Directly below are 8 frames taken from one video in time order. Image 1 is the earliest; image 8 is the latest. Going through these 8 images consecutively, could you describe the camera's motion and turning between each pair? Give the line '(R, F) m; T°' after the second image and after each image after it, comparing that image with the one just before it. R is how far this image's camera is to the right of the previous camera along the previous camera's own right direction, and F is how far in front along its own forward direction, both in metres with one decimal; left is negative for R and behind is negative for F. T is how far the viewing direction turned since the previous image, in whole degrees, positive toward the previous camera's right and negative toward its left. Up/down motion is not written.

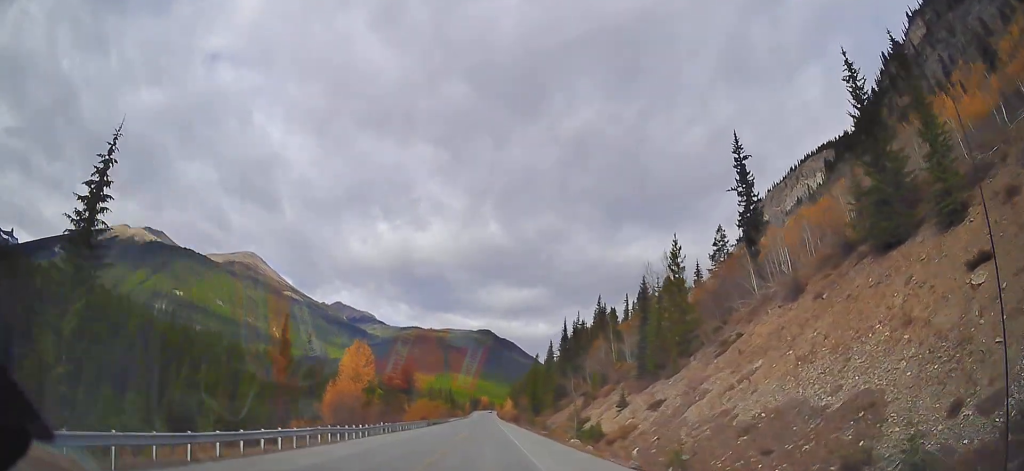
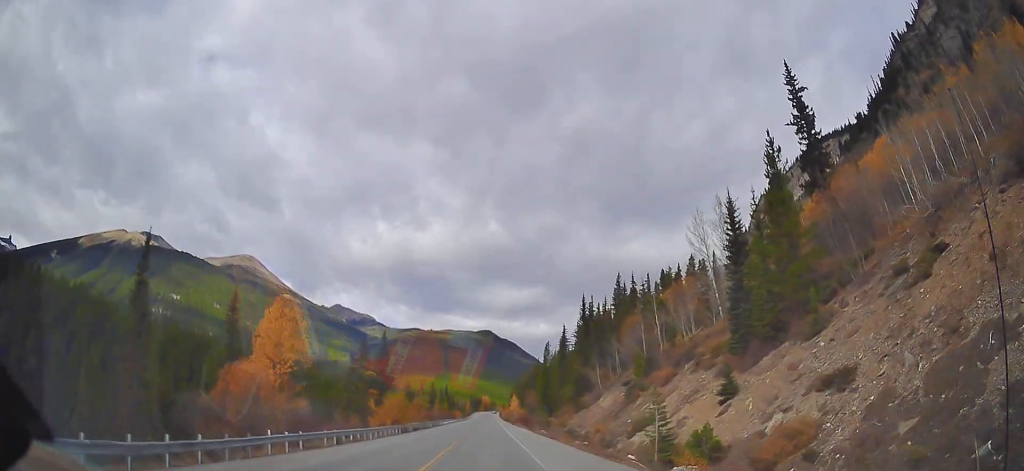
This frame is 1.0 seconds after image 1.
(-0.6, +24.7) m; -1°
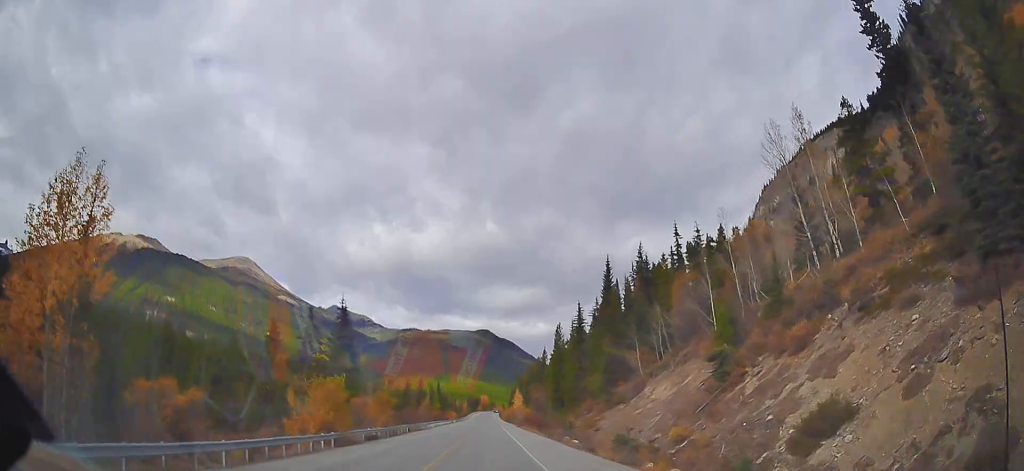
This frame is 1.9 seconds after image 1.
(+0.3, +23.0) m; 0°
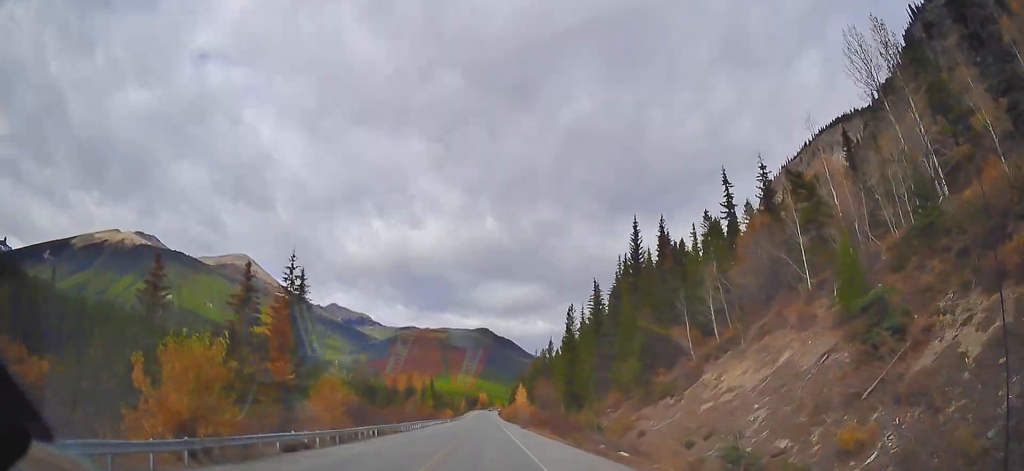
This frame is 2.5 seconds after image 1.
(0.0, +15.4) m; 0°
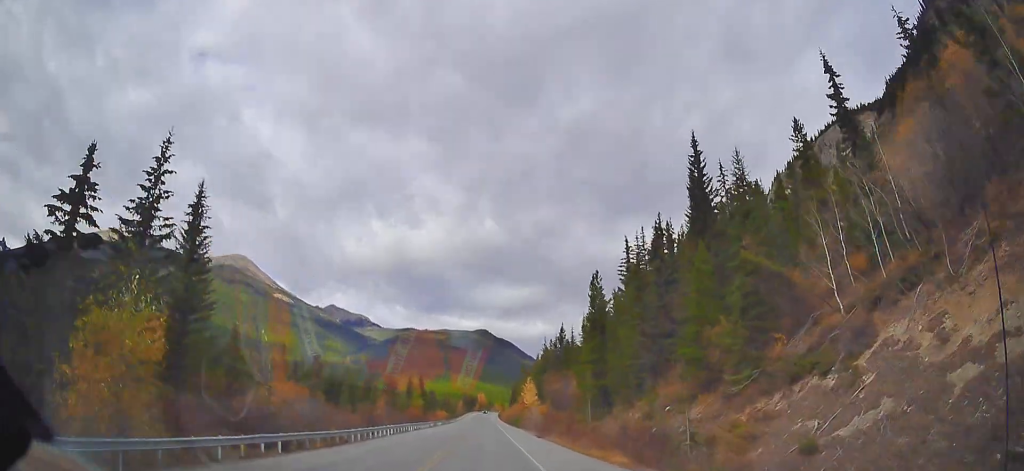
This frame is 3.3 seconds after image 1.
(0.0, +20.5) m; 0°
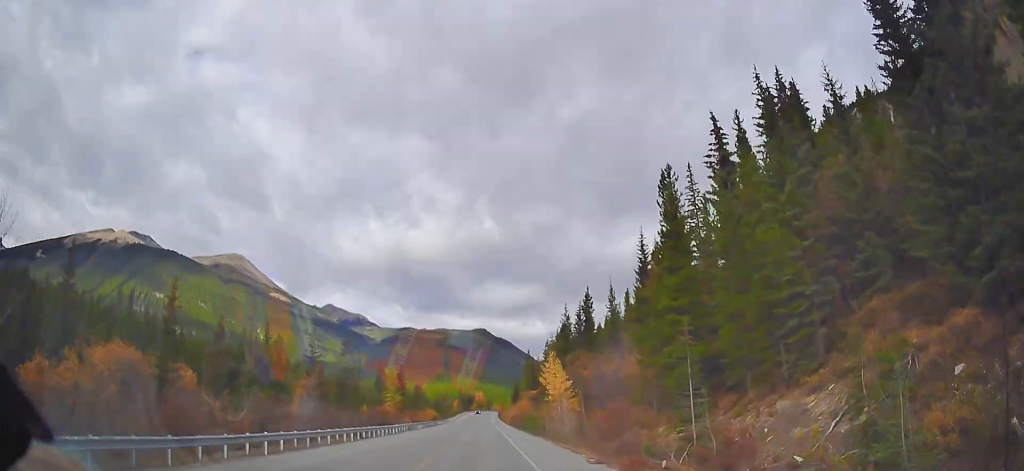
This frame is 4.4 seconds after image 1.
(+0.2, +28.1) m; +1°
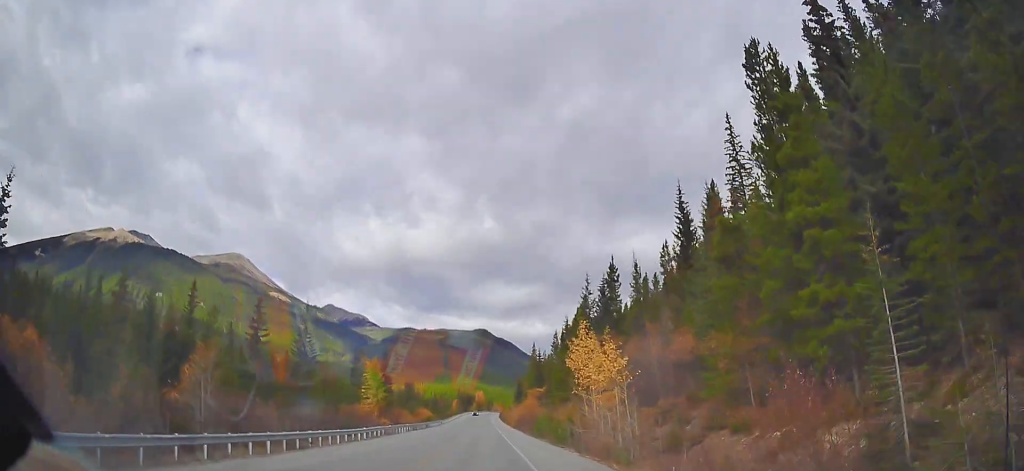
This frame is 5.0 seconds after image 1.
(+0.2, +15.3) m; 0°
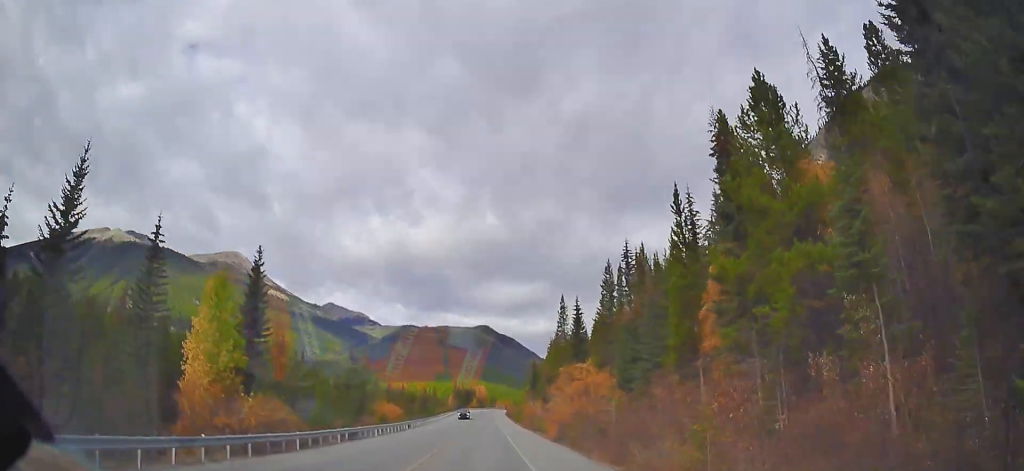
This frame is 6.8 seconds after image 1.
(-0.7, +47.2) m; -1°
